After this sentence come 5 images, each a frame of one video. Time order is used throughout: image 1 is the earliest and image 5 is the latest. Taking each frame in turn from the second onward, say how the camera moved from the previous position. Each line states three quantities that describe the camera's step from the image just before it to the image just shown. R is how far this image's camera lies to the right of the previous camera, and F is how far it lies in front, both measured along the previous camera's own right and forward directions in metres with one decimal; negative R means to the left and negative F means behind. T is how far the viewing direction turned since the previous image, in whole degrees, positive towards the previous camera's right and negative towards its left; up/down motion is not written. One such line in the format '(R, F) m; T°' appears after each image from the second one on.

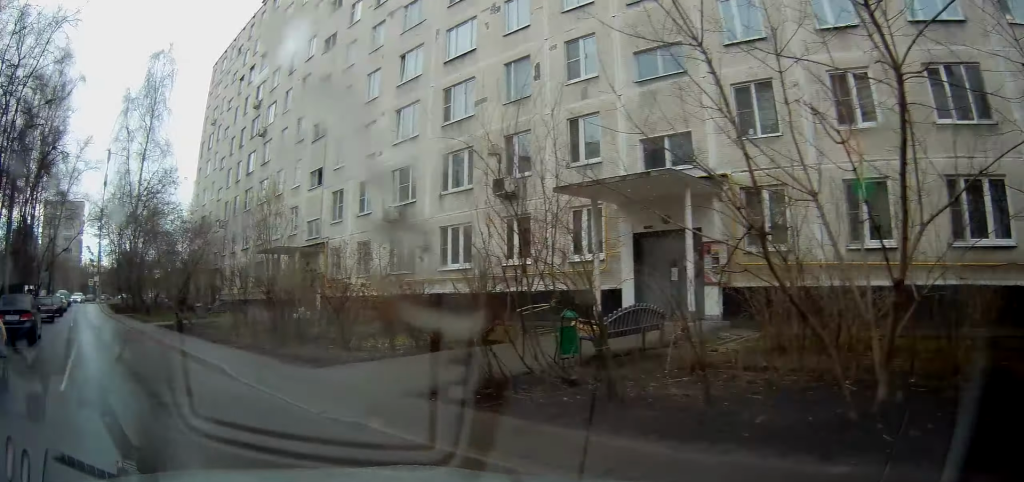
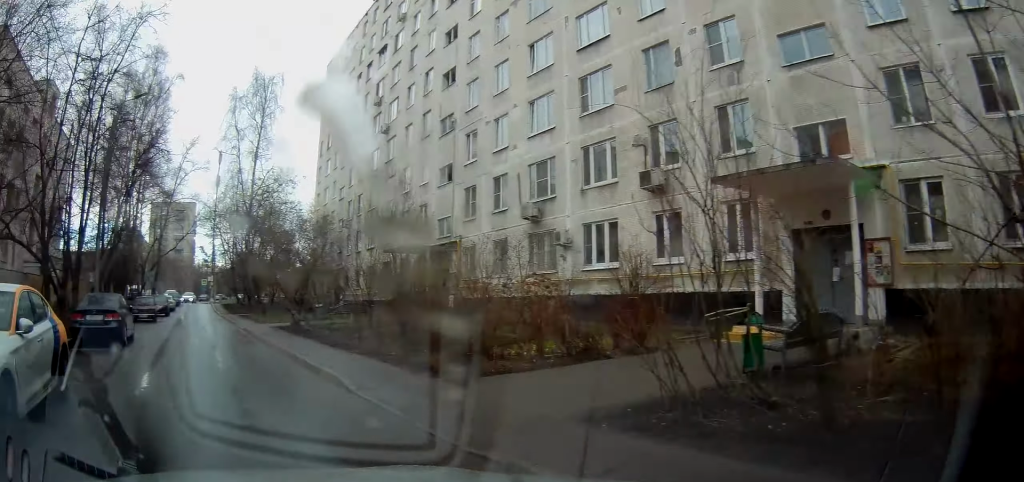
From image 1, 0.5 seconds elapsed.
(0.0, +1.3) m; +1°
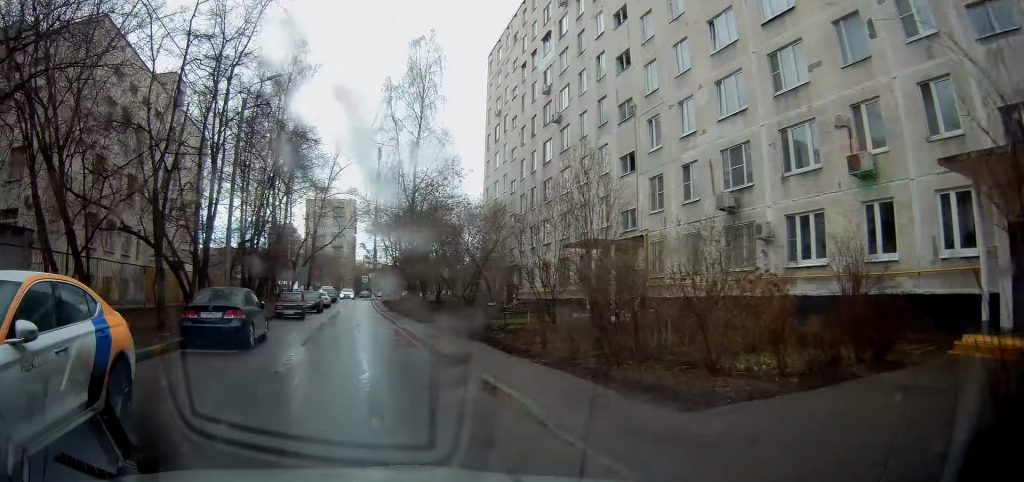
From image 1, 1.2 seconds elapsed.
(0.0, +2.1) m; +1°
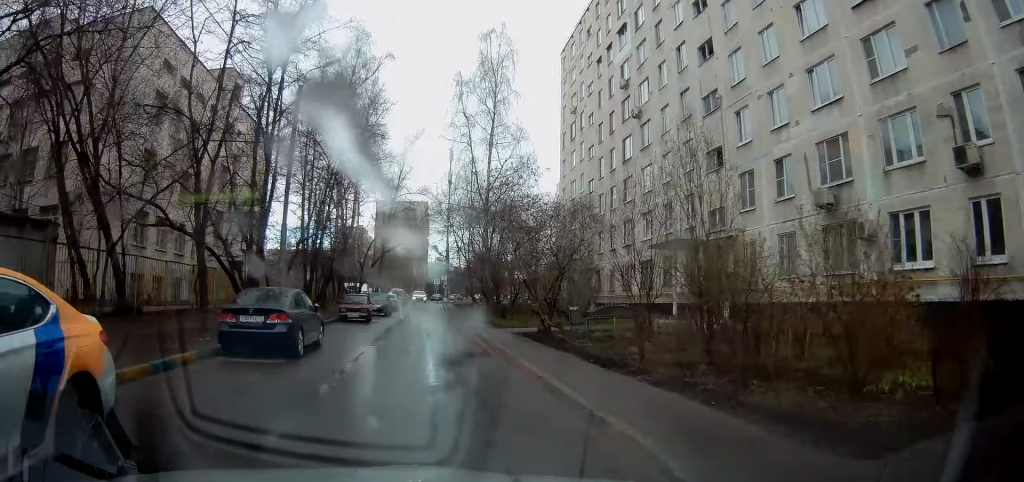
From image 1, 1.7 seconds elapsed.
(0.0, +1.7) m; 0°
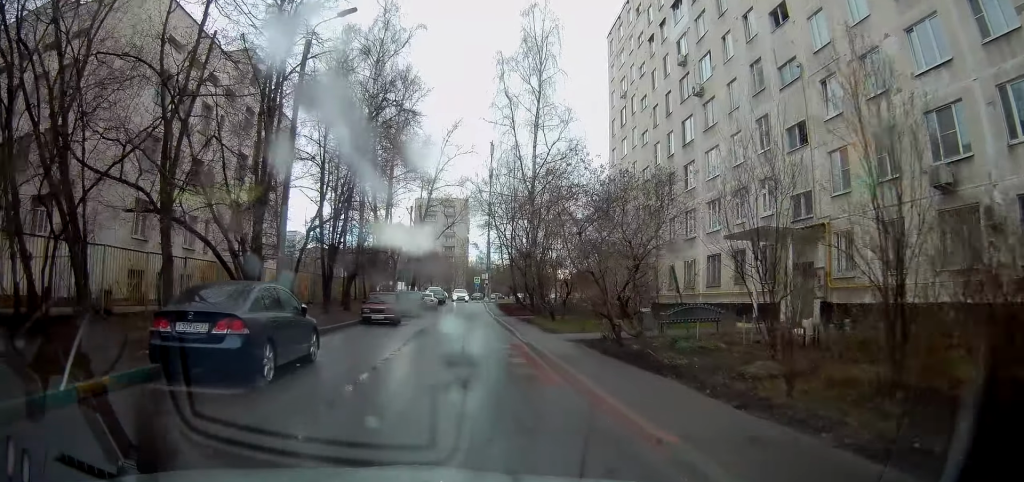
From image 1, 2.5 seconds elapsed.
(0.0, +3.7) m; -1°
